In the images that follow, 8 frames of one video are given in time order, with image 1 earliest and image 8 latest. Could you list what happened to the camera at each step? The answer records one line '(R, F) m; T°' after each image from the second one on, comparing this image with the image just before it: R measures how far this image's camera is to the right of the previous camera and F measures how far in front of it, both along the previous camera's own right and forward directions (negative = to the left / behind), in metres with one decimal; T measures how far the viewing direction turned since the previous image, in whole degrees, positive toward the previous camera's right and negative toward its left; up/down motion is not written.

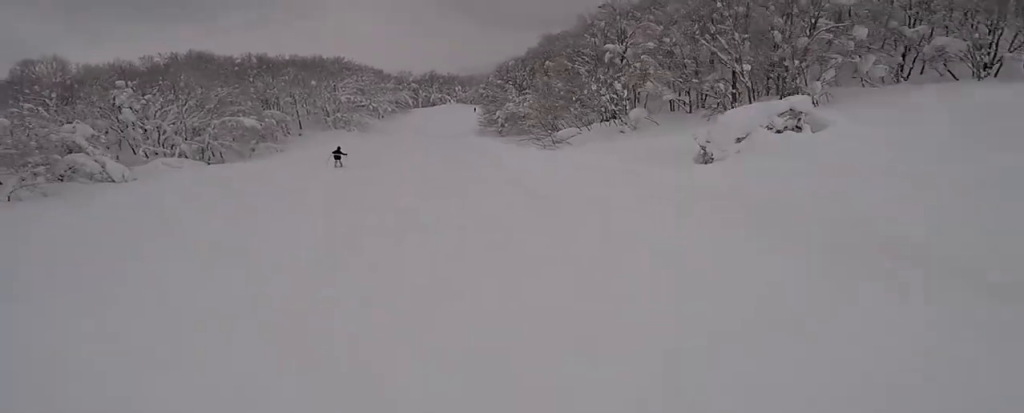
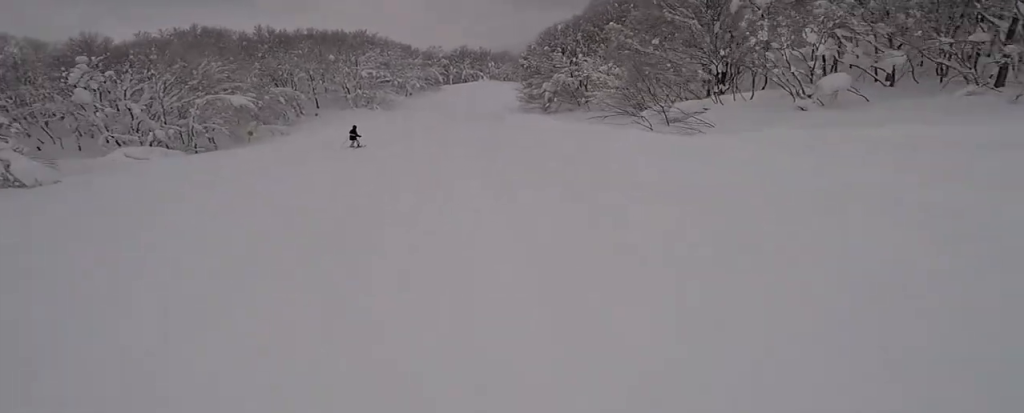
(-1.3, +9.2) m; 0°
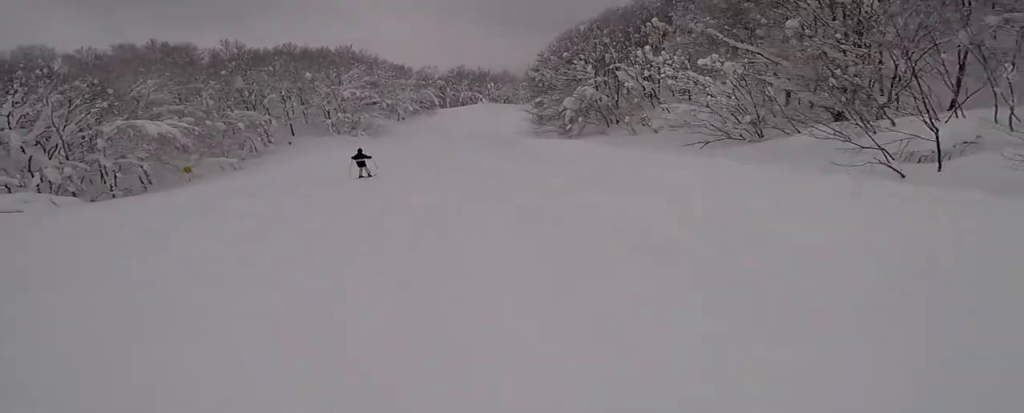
(+1.3, +9.1) m; +5°
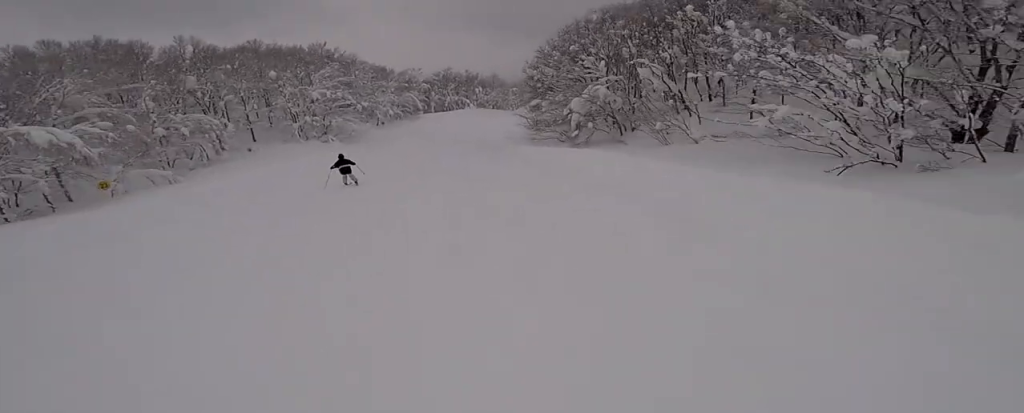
(0.0, +5.4) m; -2°
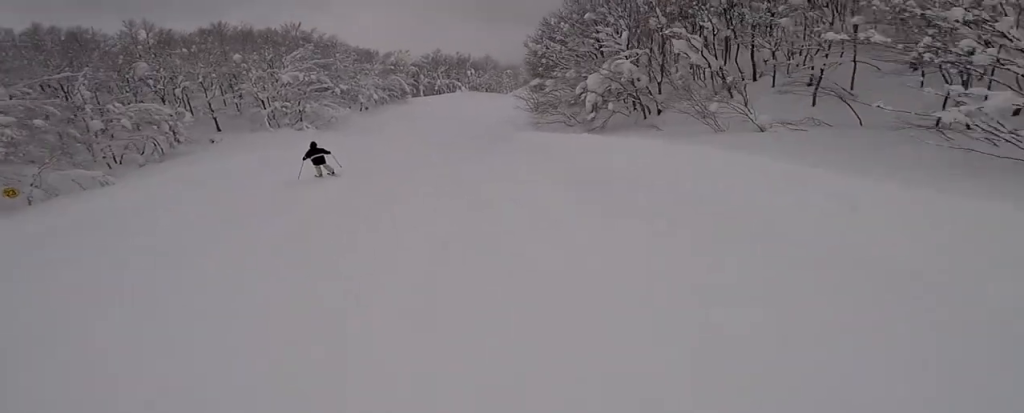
(+0.1, +4.5) m; -3°
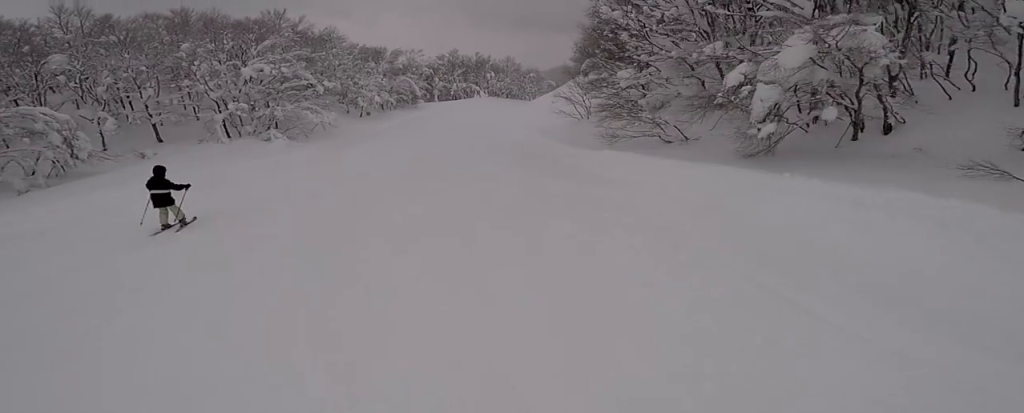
(-1.1, +11.9) m; -2°
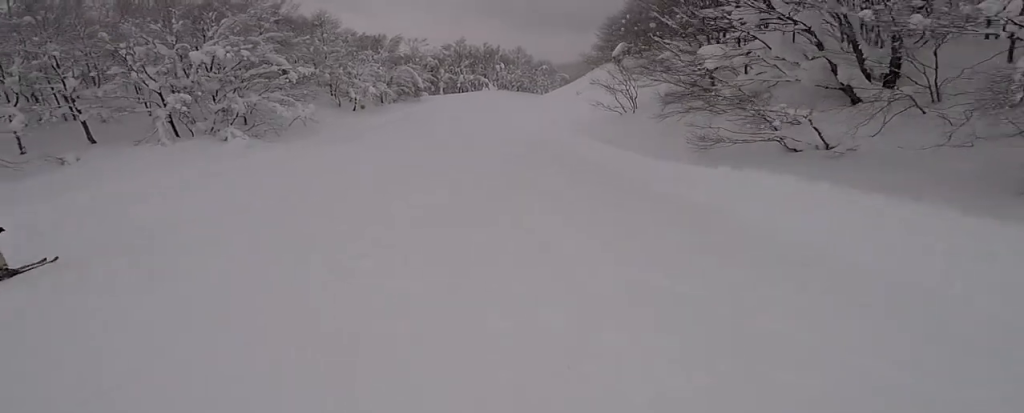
(+0.3, +6.7) m; +2°
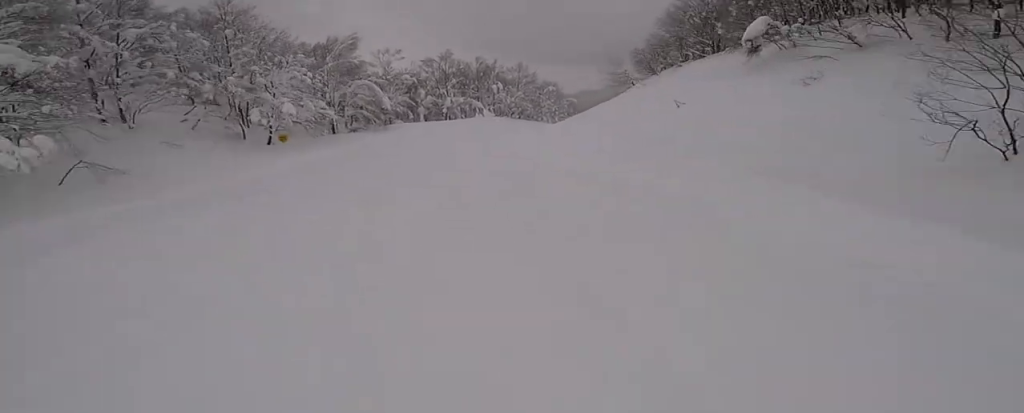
(+1.1, +17.4) m; +5°
